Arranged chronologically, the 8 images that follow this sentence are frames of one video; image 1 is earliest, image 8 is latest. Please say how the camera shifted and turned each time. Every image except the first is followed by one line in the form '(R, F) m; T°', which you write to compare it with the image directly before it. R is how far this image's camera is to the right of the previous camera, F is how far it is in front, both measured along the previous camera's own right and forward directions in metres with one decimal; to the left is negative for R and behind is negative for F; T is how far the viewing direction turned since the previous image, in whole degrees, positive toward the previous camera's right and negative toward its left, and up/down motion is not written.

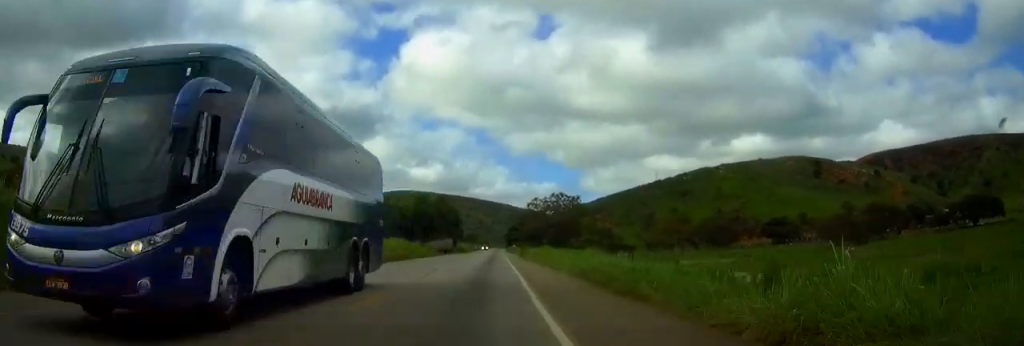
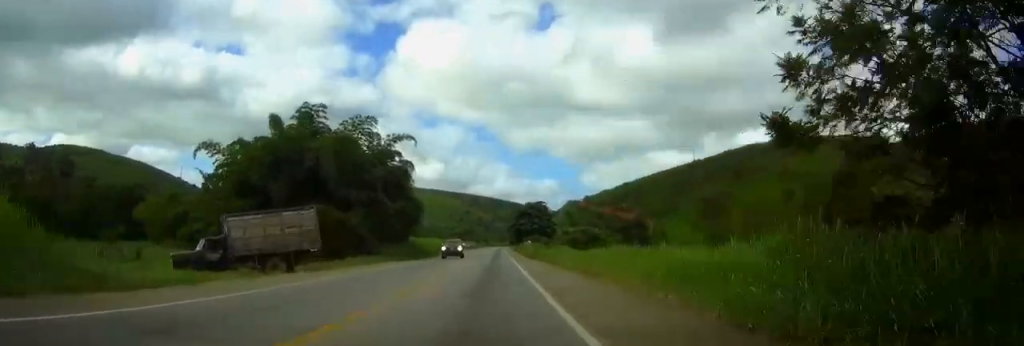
(+0.2, +89.7) m; 0°
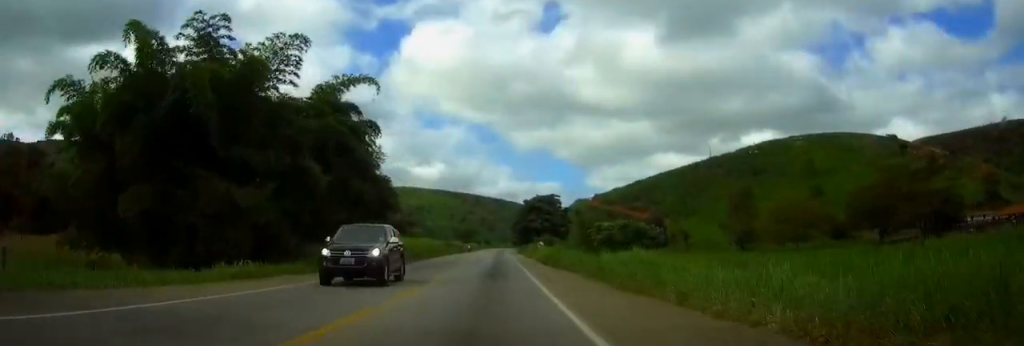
(0.0, +22.7) m; 0°
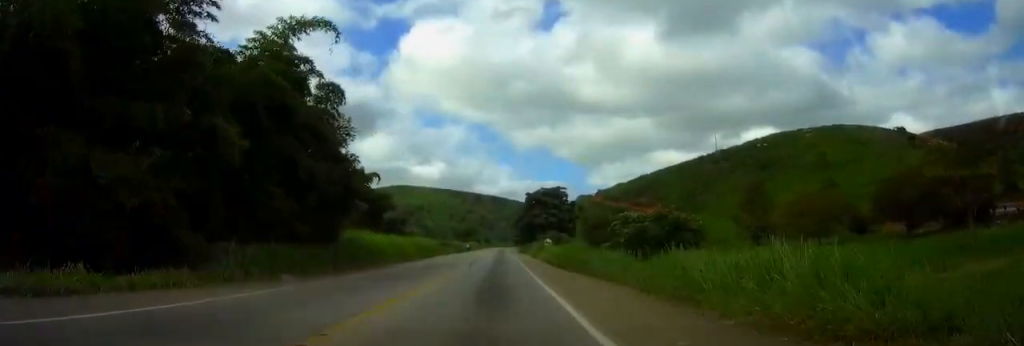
(0.0, +11.5) m; 0°
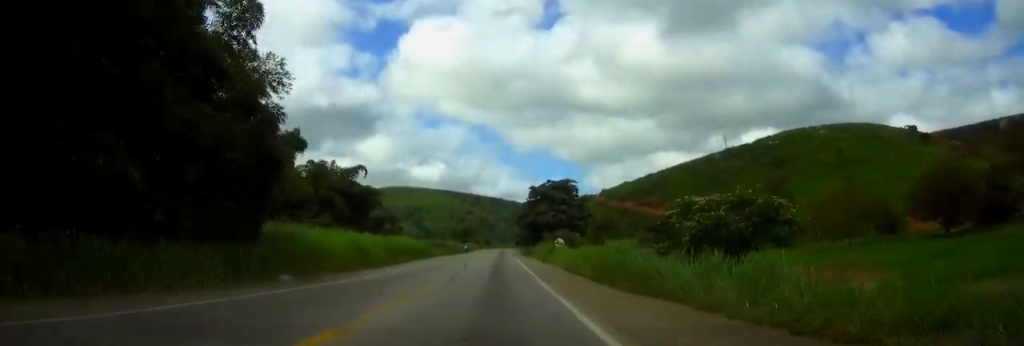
(0.0, +14.1) m; 0°
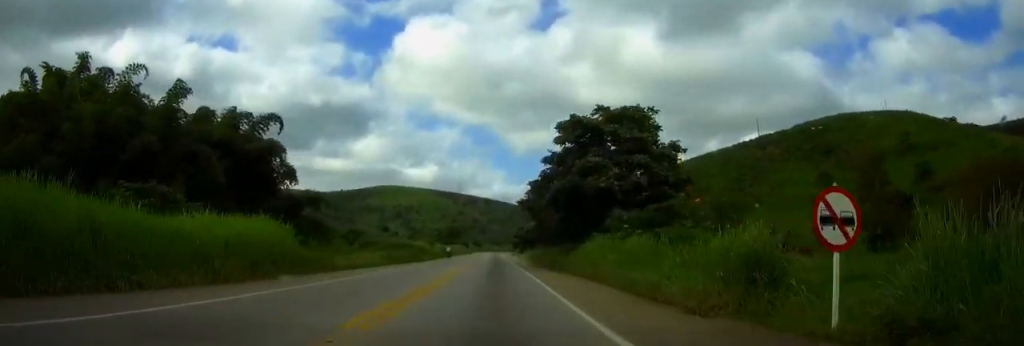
(+0.3, +48.7) m; +1°
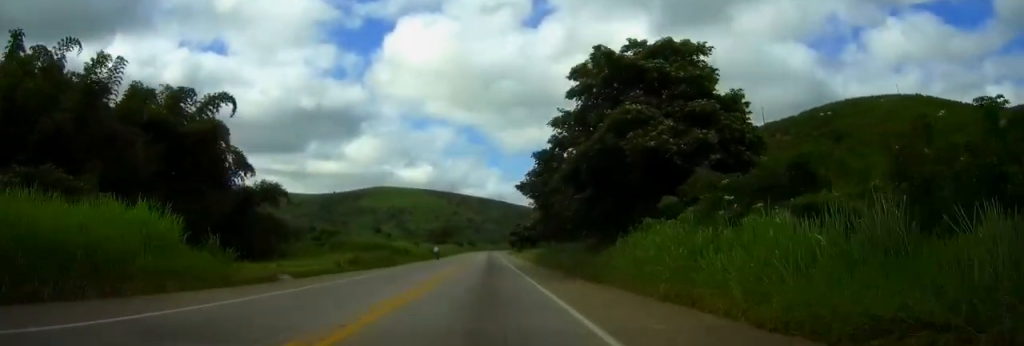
(0.0, +13.3) m; 0°
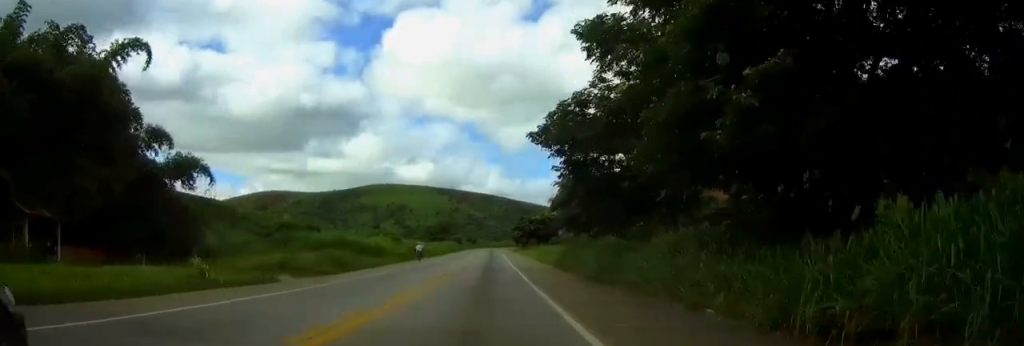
(0.0, +19.0) m; 0°
